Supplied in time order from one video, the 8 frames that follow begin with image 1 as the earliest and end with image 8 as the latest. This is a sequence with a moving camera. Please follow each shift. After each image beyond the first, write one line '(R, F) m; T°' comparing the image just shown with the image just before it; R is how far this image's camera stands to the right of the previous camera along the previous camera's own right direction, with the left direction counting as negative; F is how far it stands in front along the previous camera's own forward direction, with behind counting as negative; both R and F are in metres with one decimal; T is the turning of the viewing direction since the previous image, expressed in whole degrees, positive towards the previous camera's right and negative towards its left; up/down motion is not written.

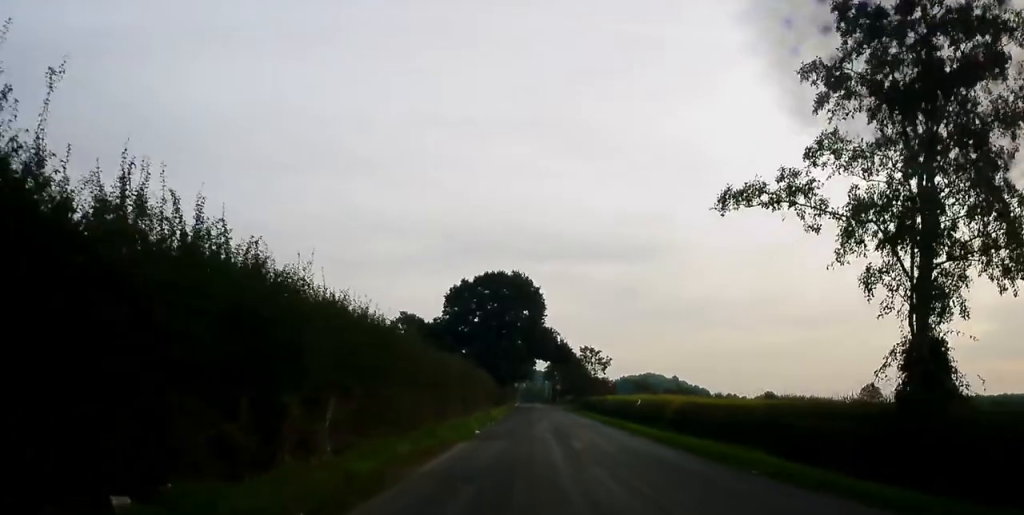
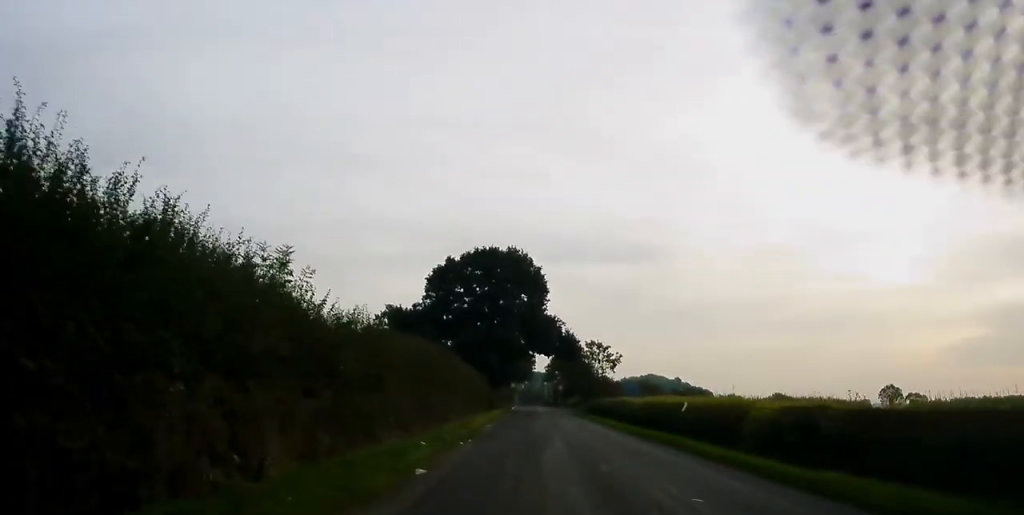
(0.0, +14.5) m; 0°
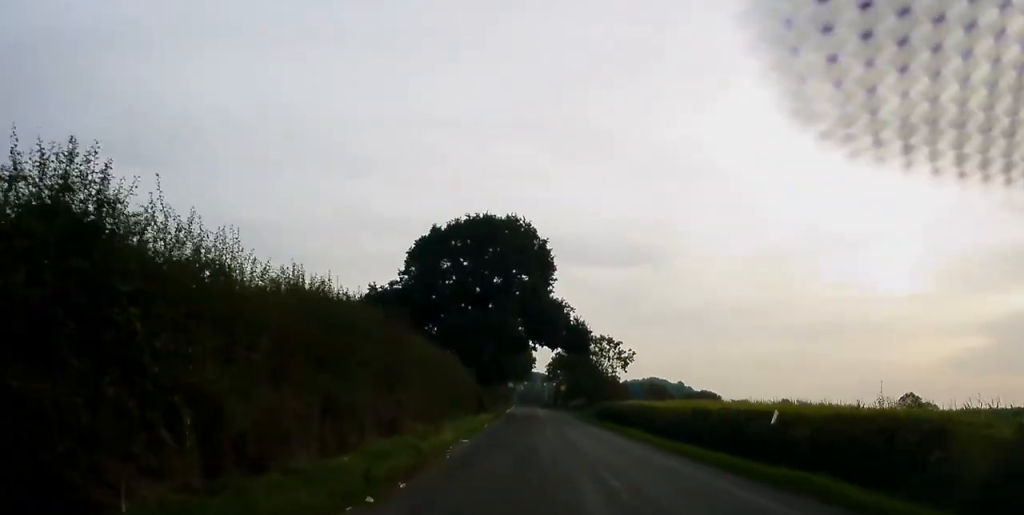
(-0.1, +12.7) m; 0°
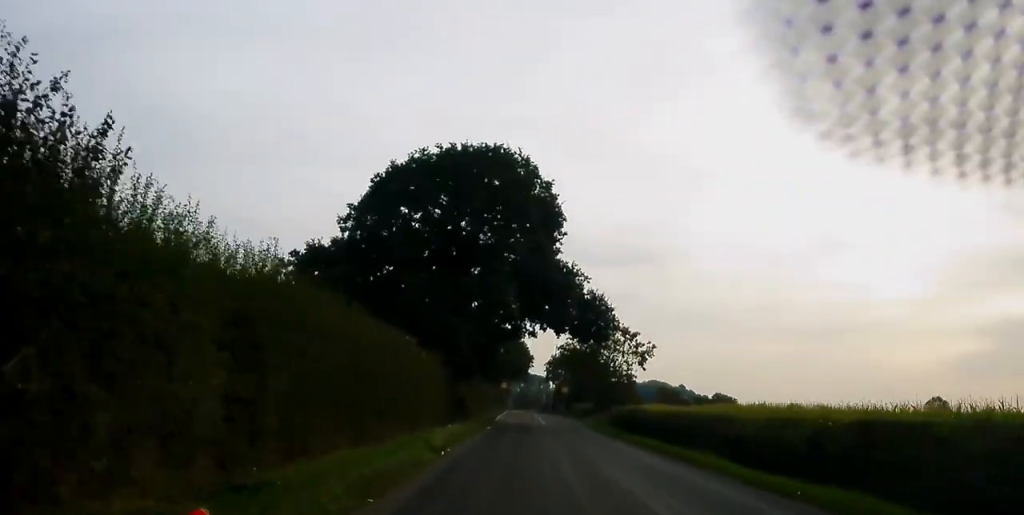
(+0.2, +16.3) m; 0°
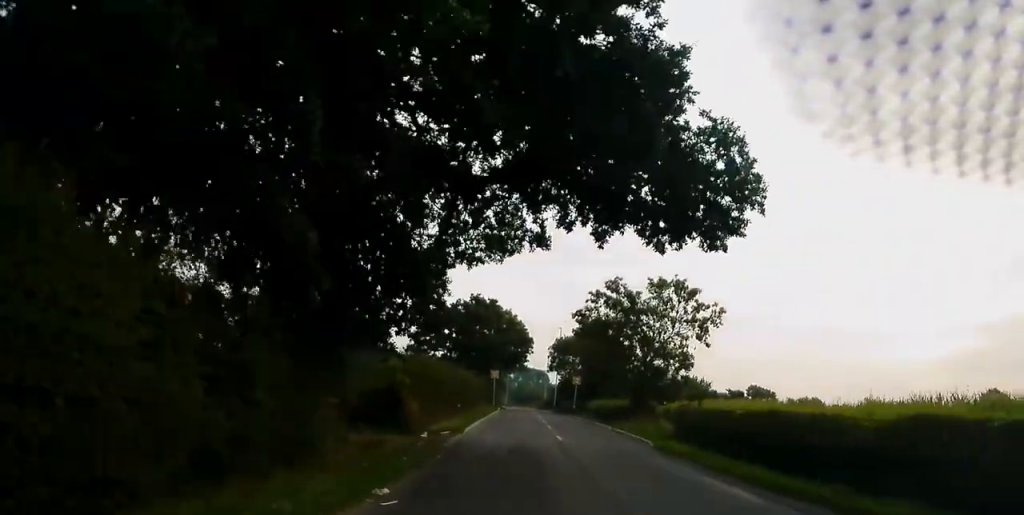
(+0.1, +26.1) m; +1°
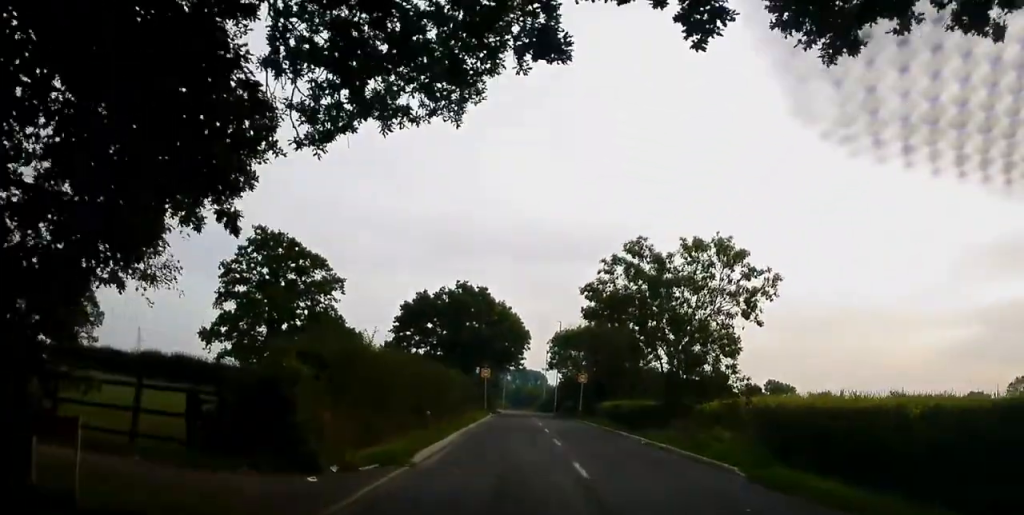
(+0.3, +11.4) m; 0°
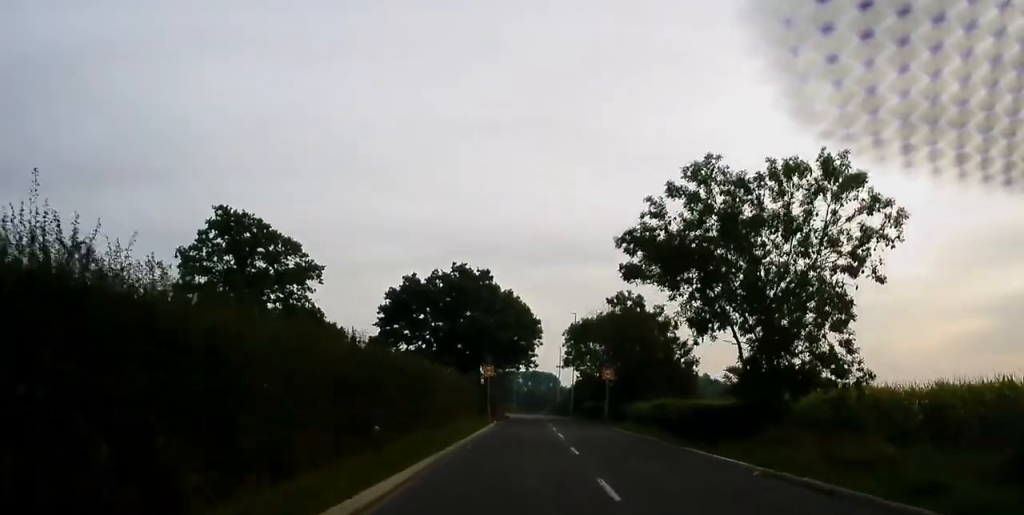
(-0.3, +12.1) m; -2°
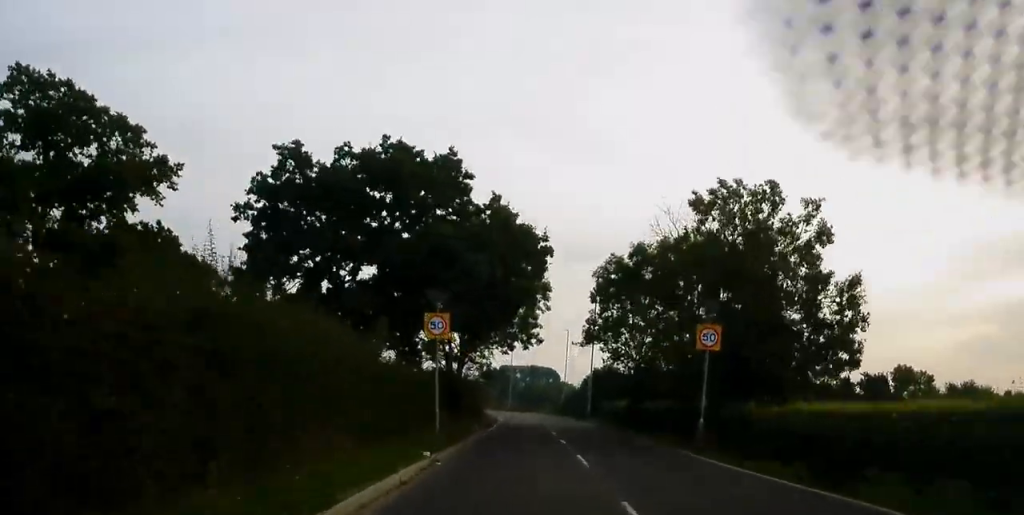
(-0.4, +29.3) m; -1°
